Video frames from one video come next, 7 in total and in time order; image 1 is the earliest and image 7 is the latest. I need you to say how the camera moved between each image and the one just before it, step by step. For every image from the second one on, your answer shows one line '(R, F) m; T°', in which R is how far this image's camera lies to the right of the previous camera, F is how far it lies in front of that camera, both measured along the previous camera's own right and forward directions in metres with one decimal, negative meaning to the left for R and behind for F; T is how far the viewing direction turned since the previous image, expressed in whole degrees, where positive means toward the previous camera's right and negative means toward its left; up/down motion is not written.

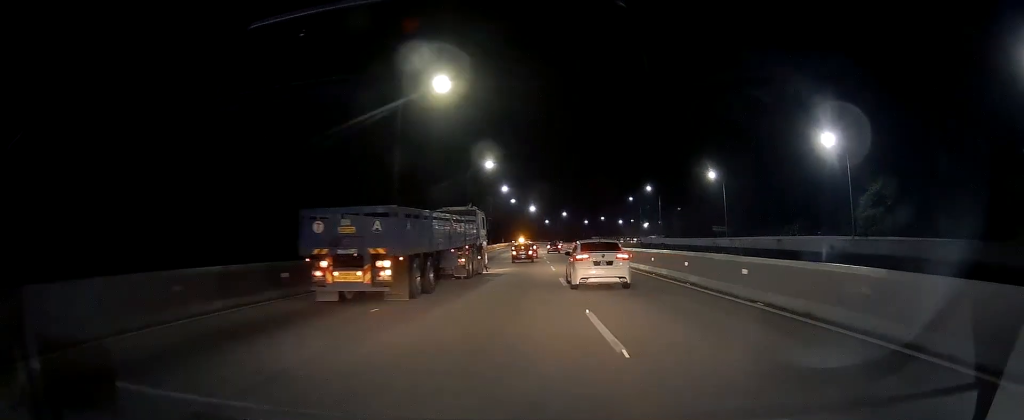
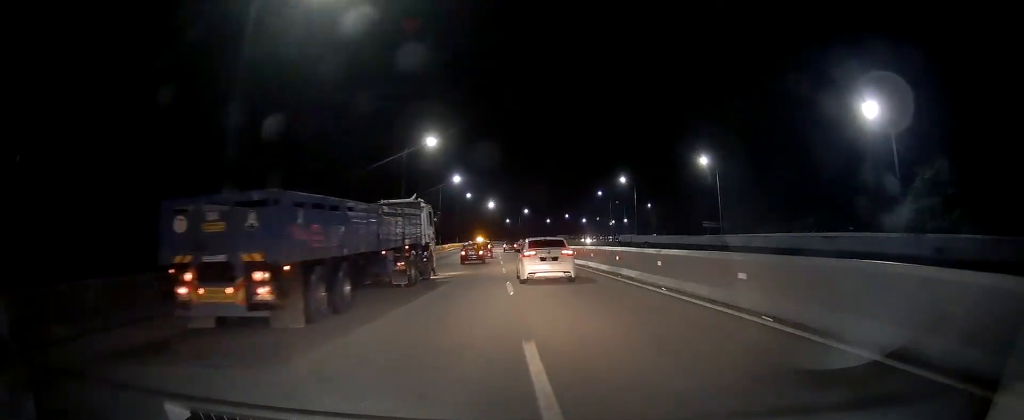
(+0.1, +16.1) m; +2°
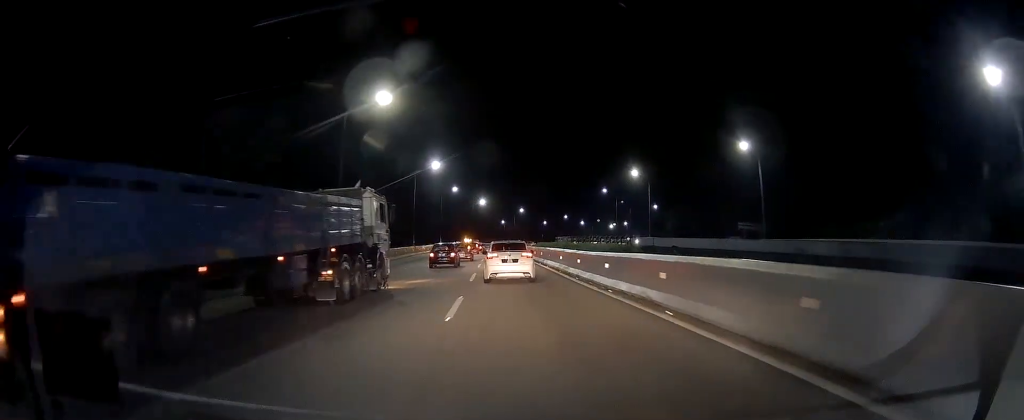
(+0.6, +17.0) m; +2°
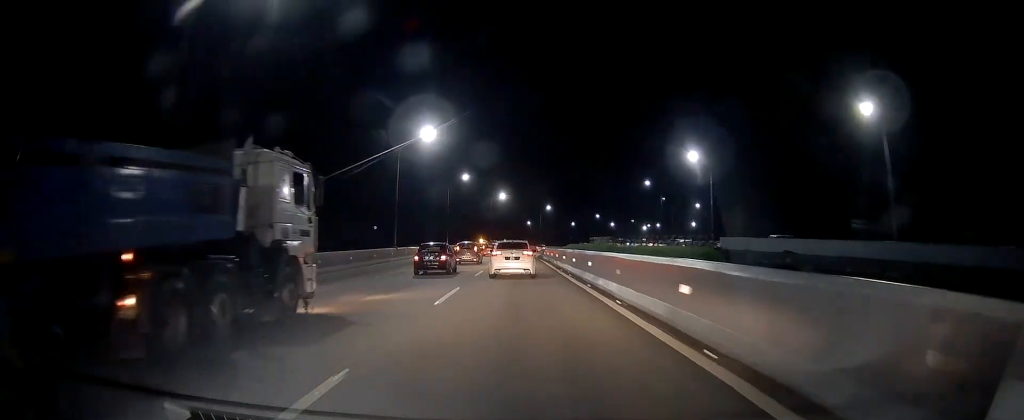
(-0.5, +21.4) m; 0°
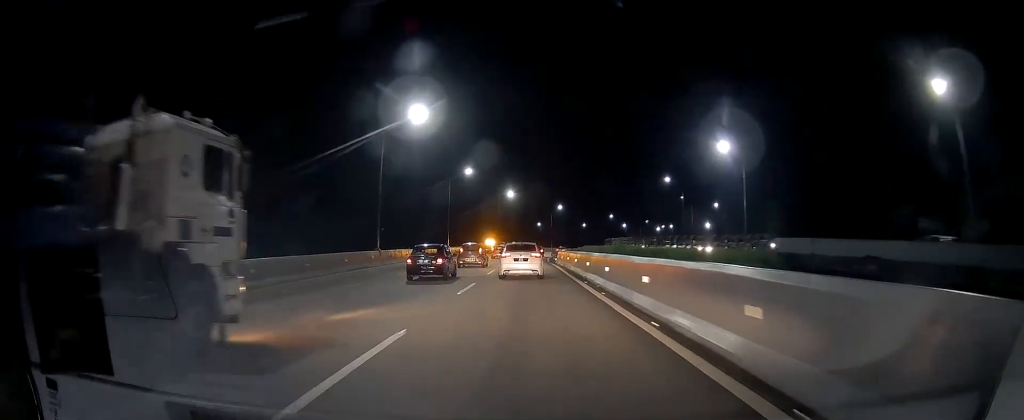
(+0.3, +8.8) m; 0°
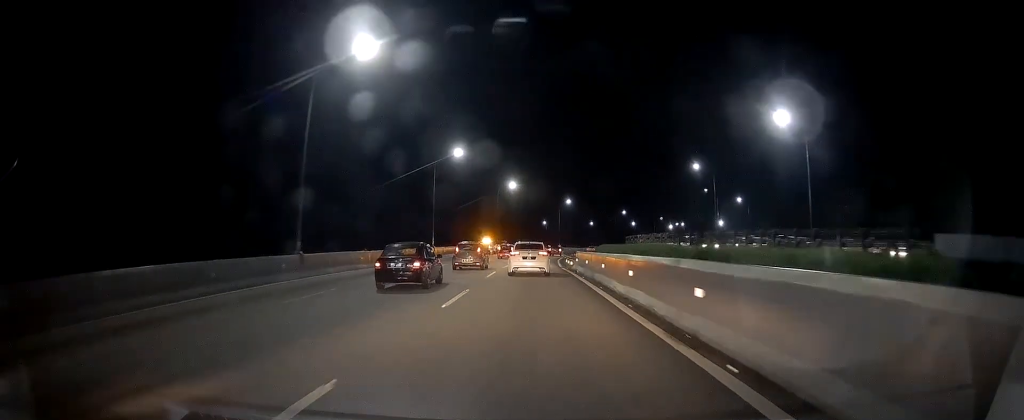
(+0.1, +15.0) m; -1°
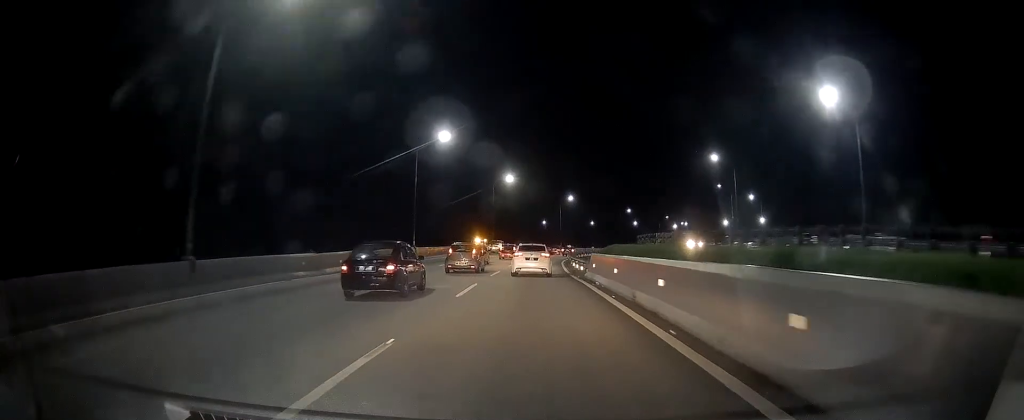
(-0.4, +9.5) m; -2°
